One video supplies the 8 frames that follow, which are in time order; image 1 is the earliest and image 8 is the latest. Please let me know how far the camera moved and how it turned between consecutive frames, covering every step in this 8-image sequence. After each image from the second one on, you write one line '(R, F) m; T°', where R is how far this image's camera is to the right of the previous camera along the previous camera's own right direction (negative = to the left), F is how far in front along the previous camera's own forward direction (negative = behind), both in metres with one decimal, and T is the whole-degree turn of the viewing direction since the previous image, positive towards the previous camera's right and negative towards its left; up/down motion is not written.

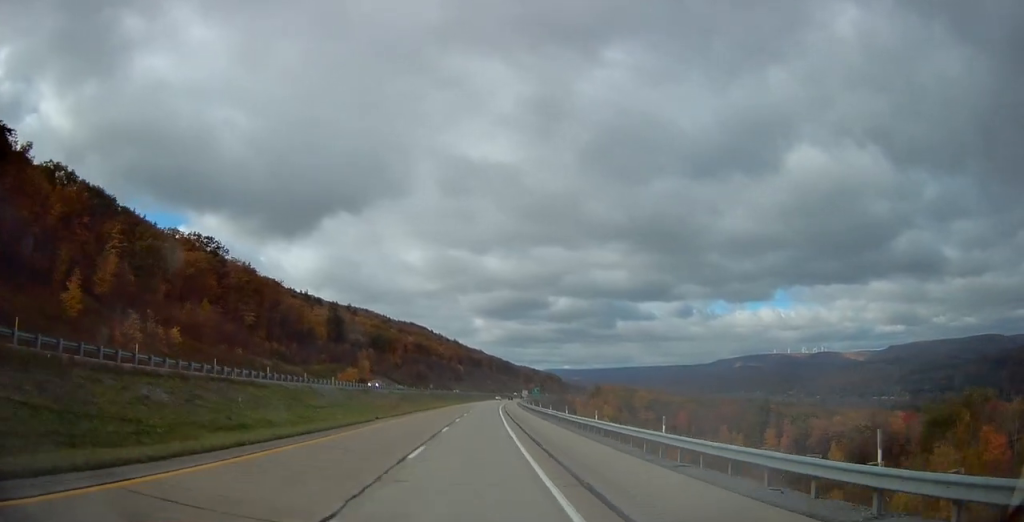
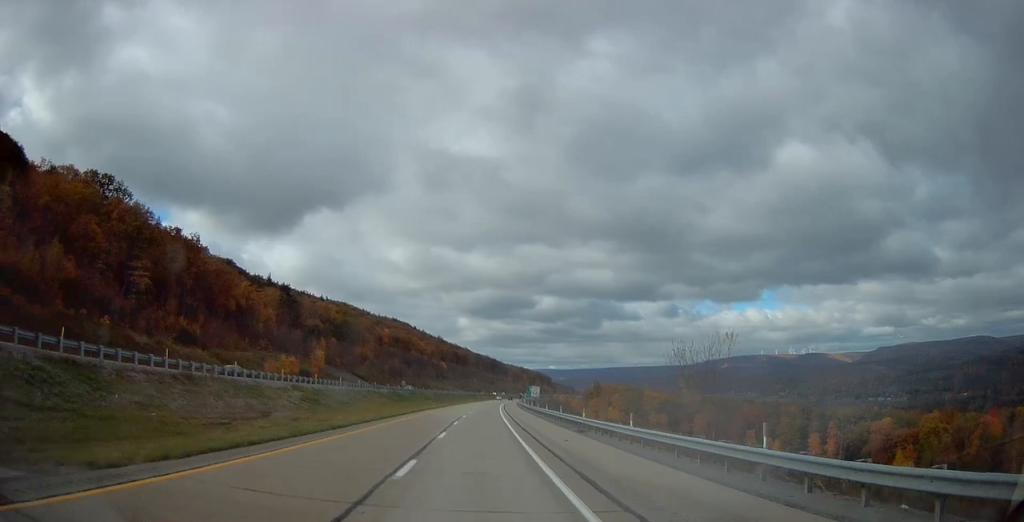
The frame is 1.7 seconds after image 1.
(+0.7, +52.8) m; +1°
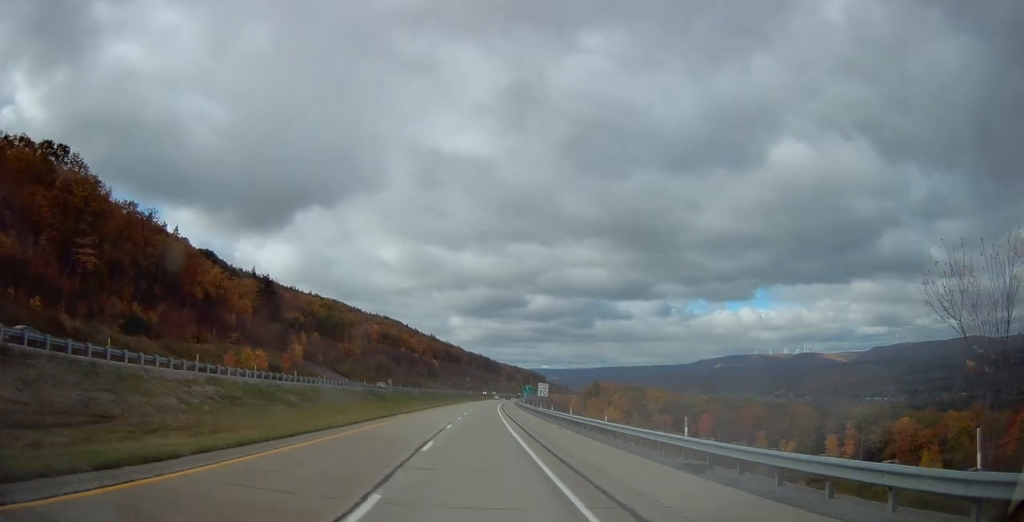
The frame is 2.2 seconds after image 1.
(+0.1, +17.9) m; +1°
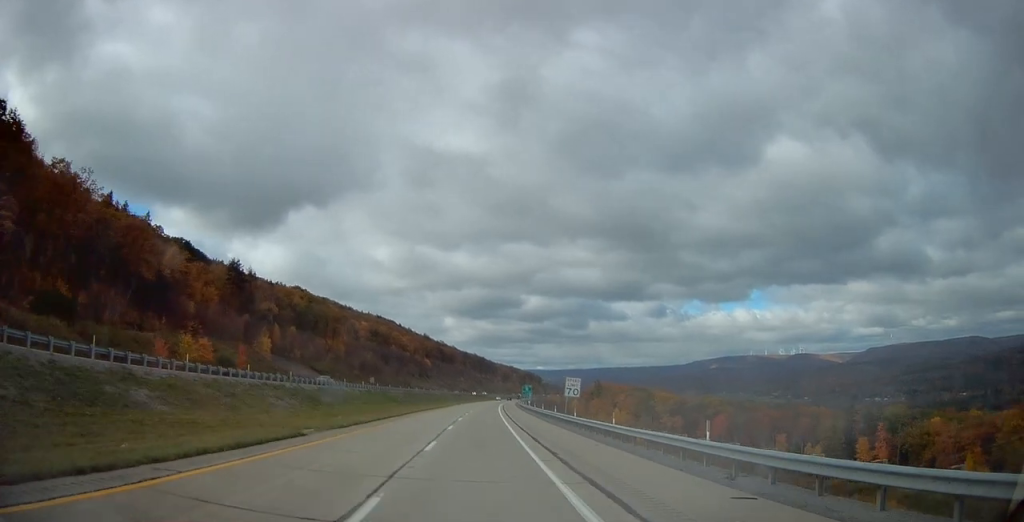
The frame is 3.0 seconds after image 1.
(+0.3, +24.3) m; +1°
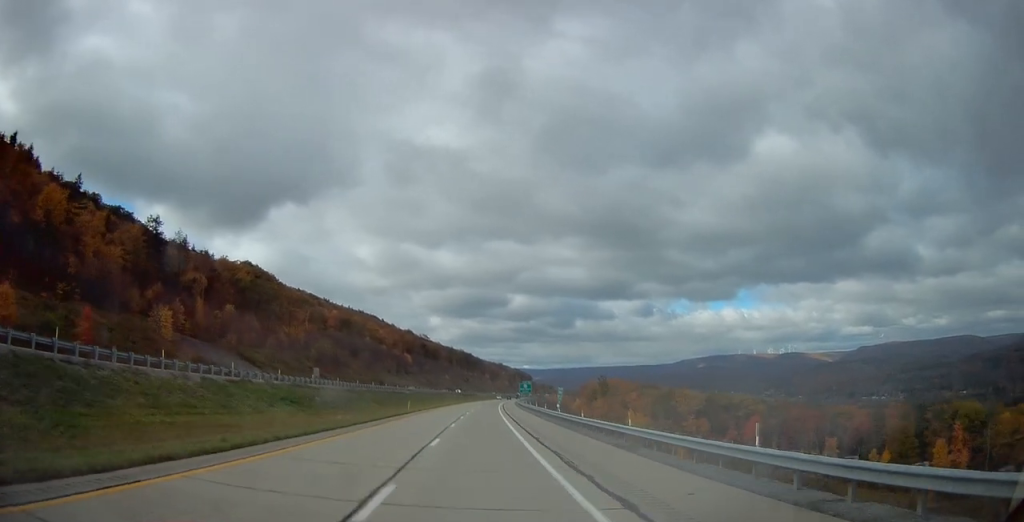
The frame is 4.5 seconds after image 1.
(+0.2, +48.5) m; +1°
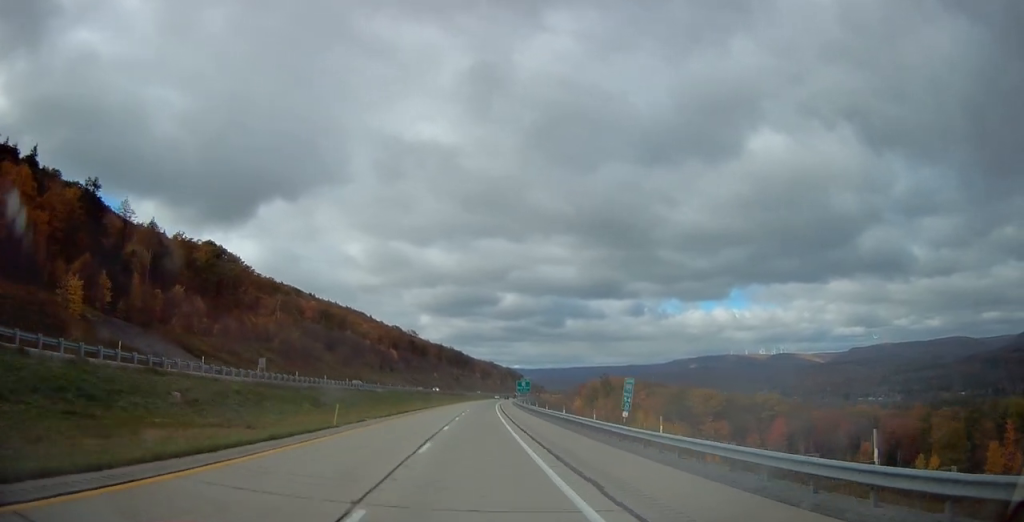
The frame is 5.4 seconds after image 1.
(+0.2, +27.6) m; +1°
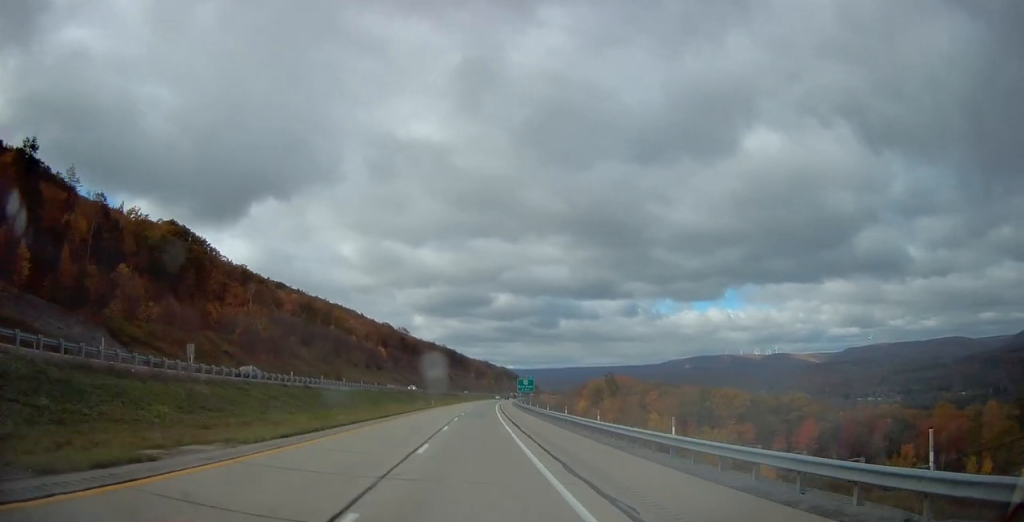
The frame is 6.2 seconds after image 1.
(+0.2, +24.4) m; +1°
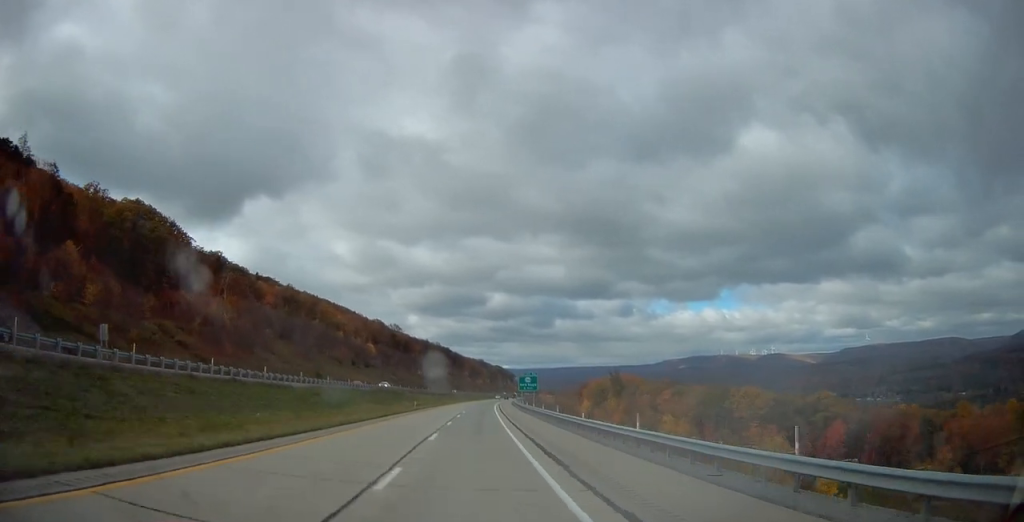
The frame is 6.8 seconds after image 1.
(+0.1, +19.1) m; 0°
